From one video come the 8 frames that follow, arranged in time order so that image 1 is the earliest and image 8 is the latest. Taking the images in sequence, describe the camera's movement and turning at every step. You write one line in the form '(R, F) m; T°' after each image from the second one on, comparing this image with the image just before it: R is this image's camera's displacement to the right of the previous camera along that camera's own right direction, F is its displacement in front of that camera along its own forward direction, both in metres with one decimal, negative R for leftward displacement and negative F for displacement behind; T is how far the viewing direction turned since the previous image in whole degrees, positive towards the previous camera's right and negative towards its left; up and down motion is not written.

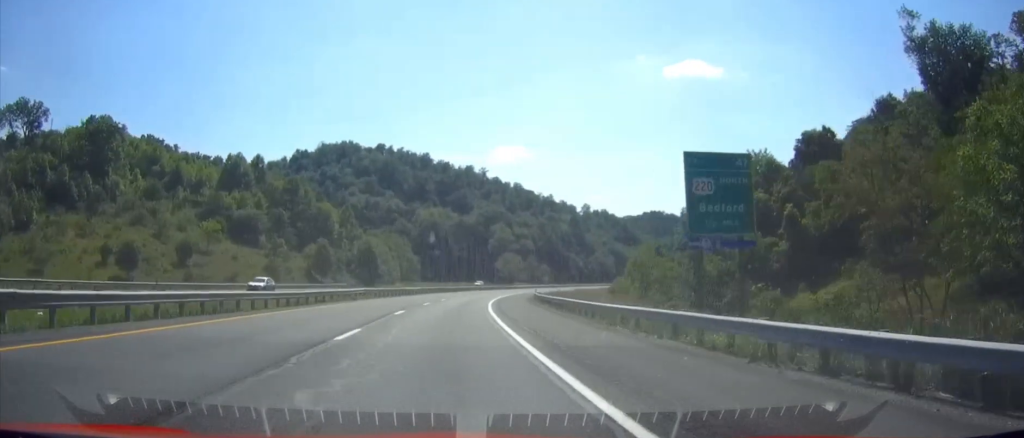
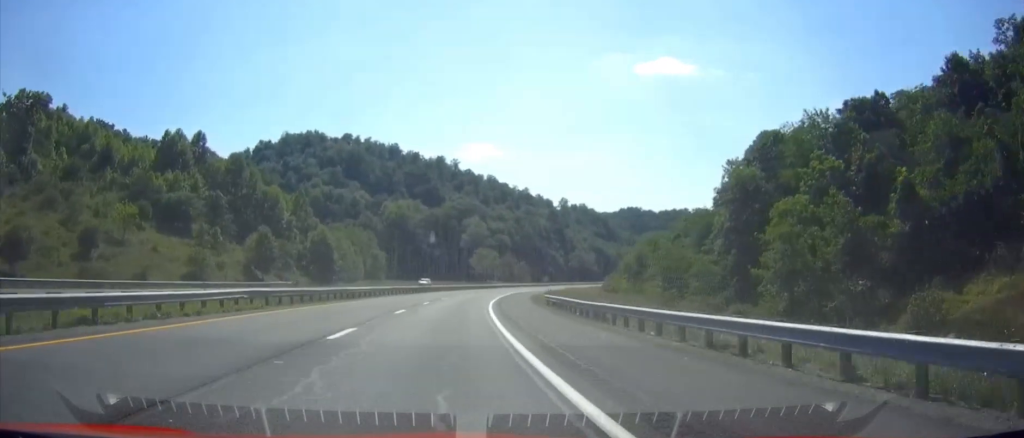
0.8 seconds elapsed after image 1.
(+0.4, +25.6) m; +3°
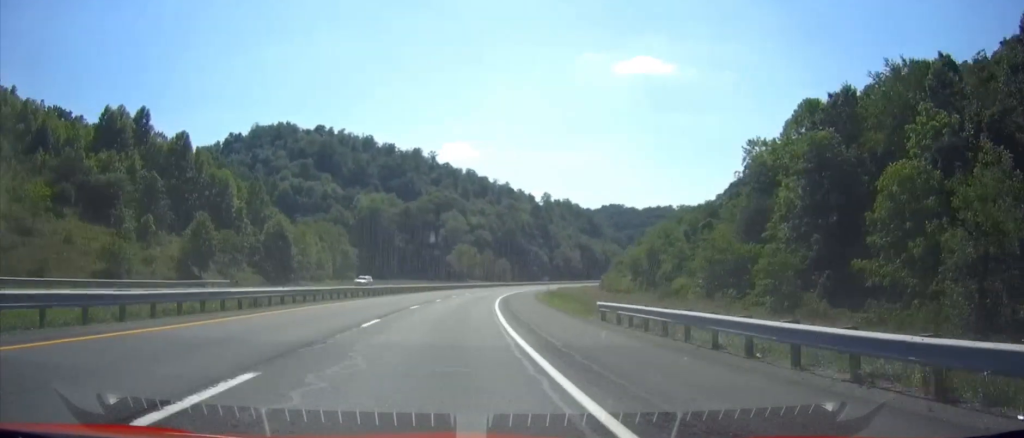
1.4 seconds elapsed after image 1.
(+0.1, +21.2) m; +6°
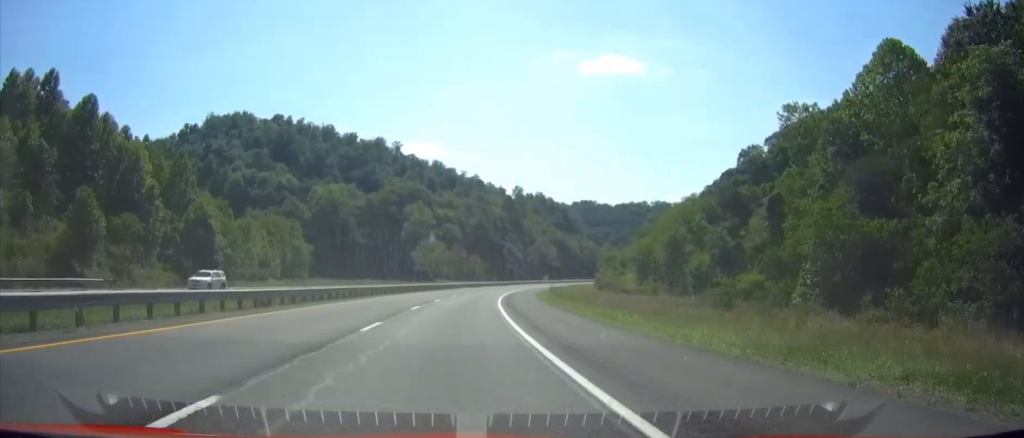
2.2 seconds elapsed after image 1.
(+2.6, +26.4) m; +7°
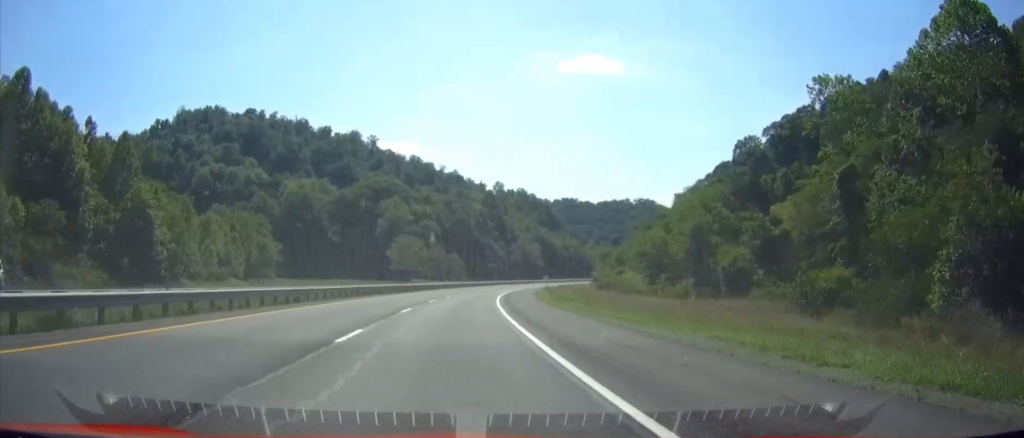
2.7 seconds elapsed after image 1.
(+0.9, +15.6) m; +3°
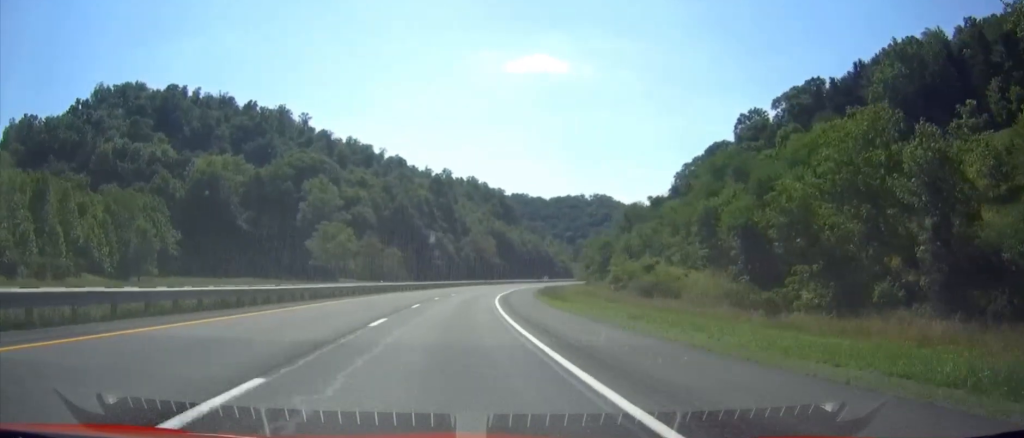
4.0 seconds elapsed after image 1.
(0.0, +45.6) m; 0°
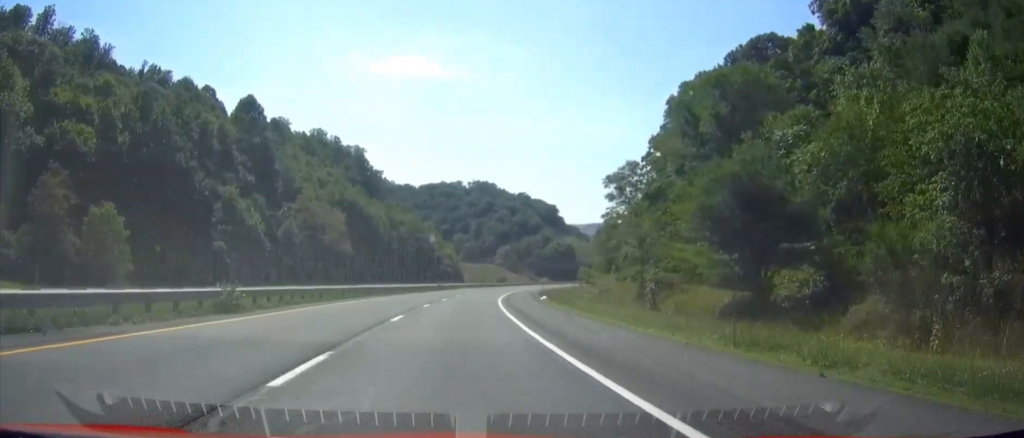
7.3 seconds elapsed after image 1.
(0.0, +109.3) m; 0°
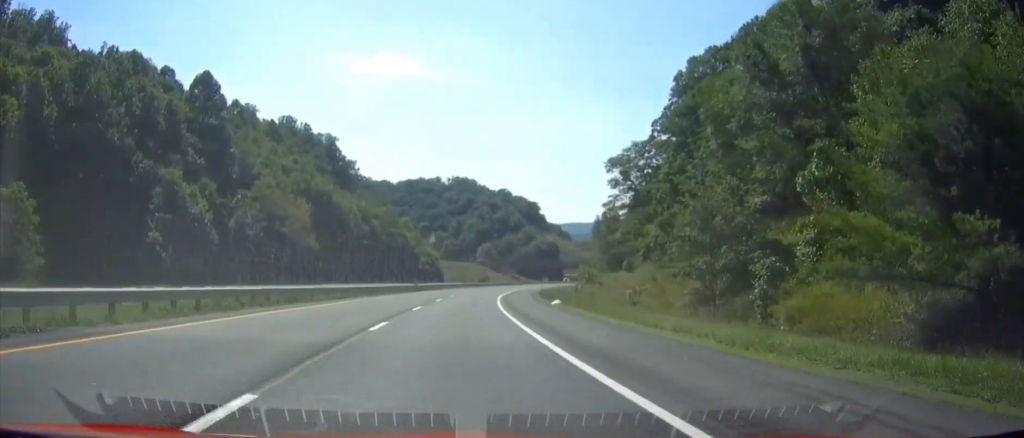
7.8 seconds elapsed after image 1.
(0.0, +16.8) m; 0°
